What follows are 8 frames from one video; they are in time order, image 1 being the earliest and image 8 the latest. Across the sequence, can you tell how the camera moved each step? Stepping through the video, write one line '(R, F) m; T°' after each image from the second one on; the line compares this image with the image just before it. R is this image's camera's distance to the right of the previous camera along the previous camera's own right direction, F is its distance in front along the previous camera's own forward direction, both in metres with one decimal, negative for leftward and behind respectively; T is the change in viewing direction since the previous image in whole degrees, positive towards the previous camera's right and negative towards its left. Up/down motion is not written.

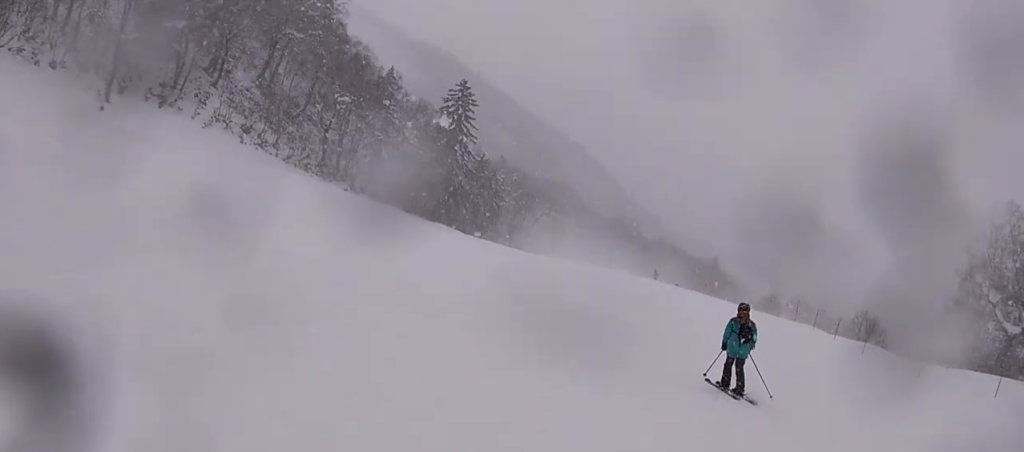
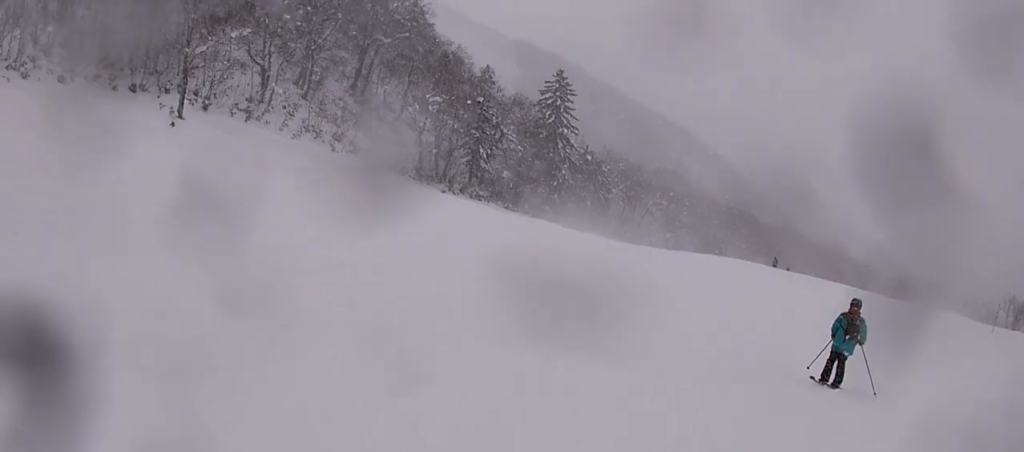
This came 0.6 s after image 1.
(-0.5, +3.7) m; +4°
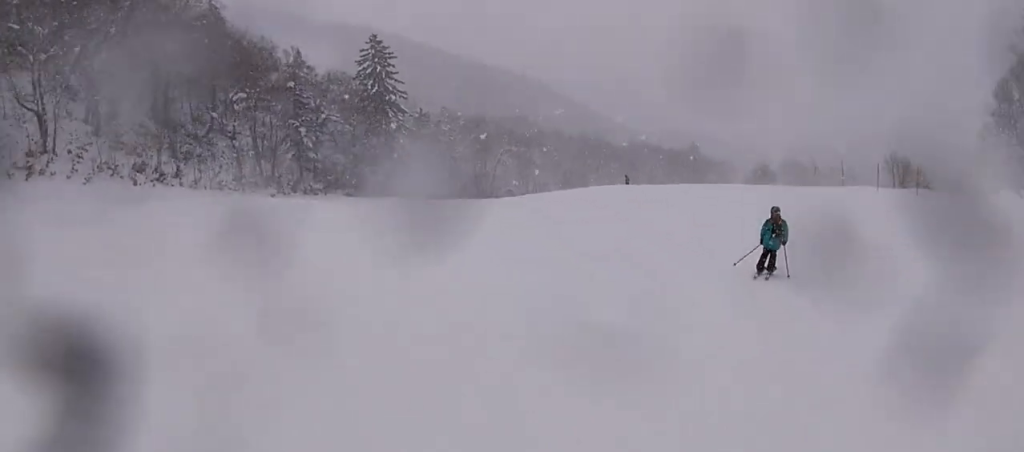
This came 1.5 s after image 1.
(+0.7, +6.0) m; +8°
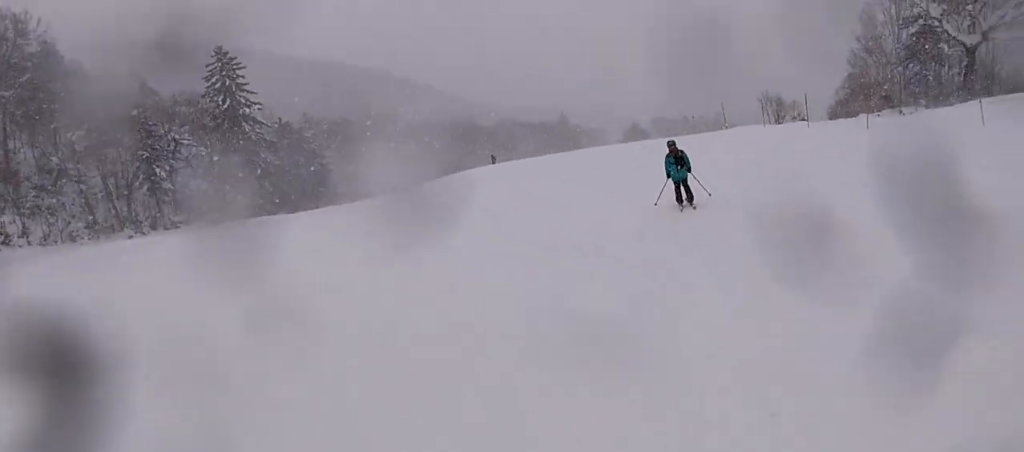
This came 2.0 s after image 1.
(+0.5, +2.6) m; +3°
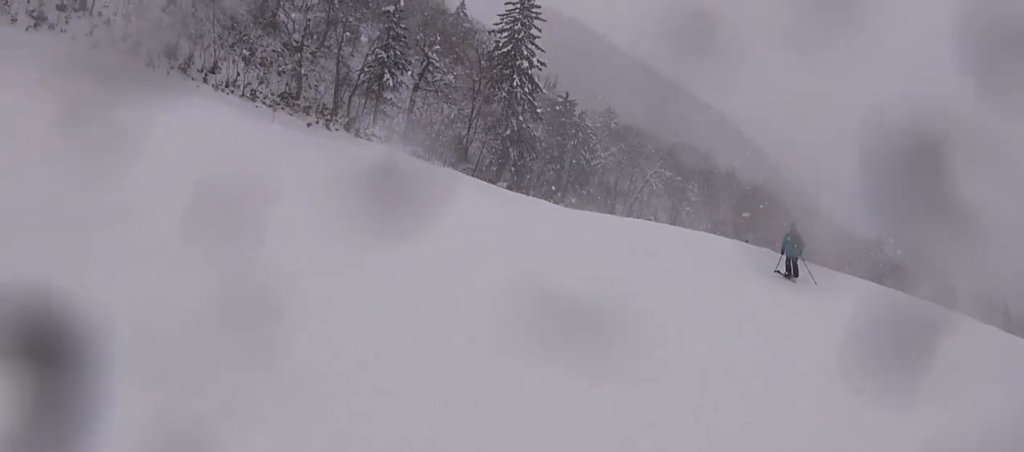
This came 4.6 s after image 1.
(-1.4, +15.4) m; -15°
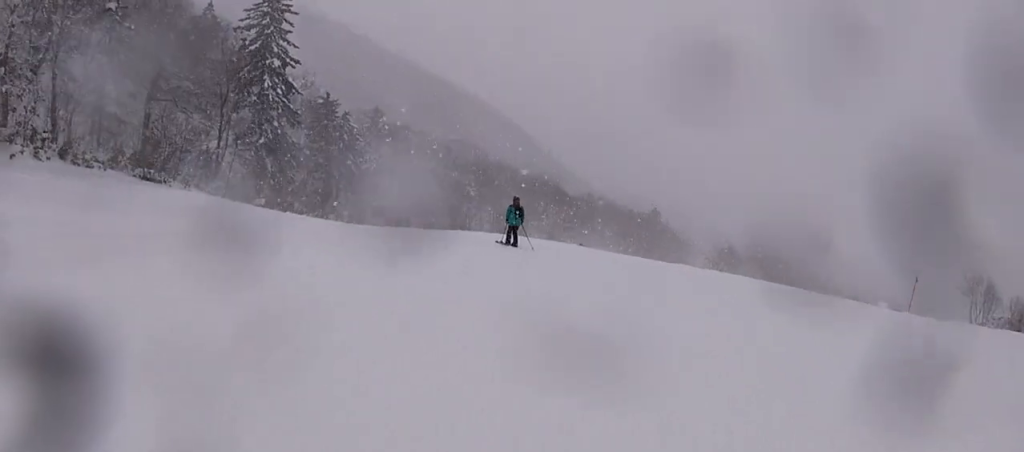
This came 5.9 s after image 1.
(0.0, +6.2) m; +5°
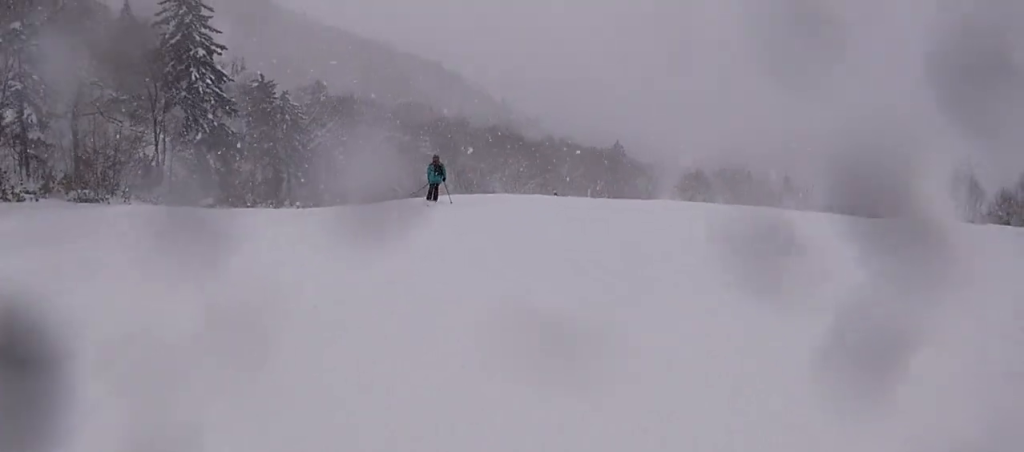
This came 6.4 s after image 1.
(+0.1, +1.9) m; +1°
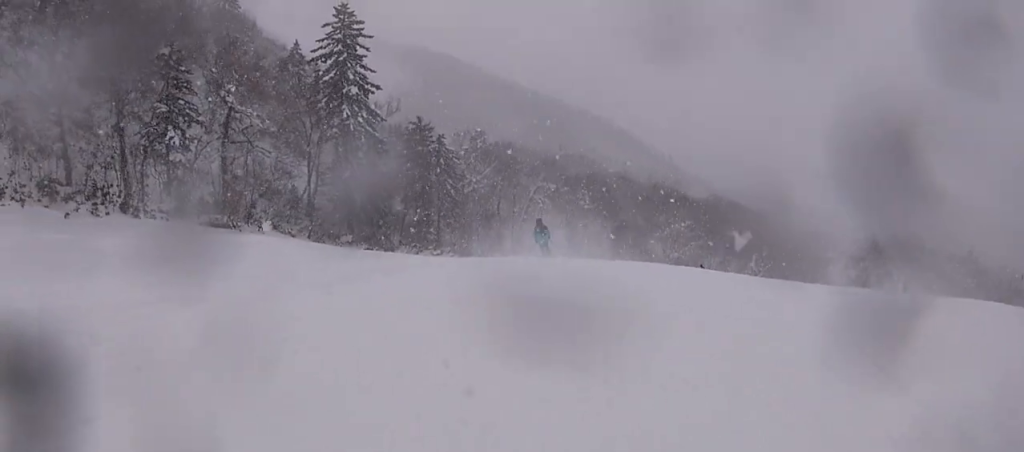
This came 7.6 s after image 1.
(+0.1, +4.7) m; +1°
